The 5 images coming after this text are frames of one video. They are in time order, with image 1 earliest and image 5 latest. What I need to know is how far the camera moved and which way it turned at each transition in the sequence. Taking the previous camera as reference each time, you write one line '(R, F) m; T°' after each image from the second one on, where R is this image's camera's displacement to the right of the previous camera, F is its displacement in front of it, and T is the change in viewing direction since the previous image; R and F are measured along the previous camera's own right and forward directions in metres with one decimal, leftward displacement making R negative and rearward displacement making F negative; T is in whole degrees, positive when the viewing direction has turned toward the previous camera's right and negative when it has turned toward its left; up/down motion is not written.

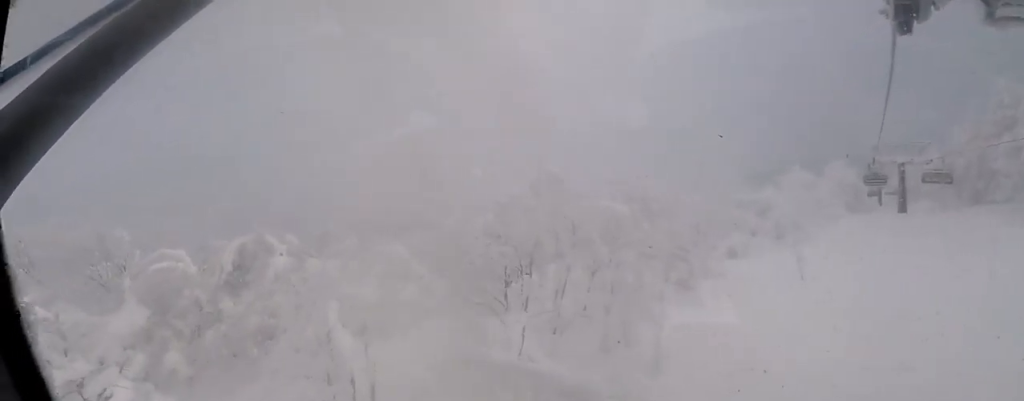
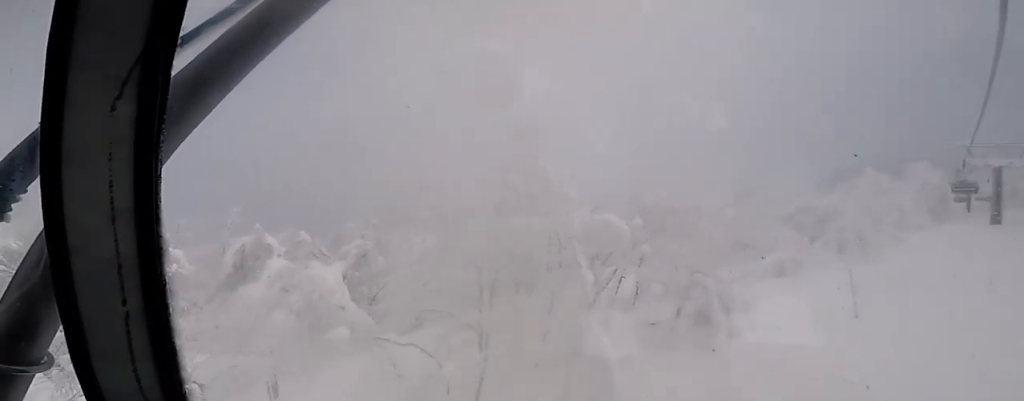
(0.0, +3.5) m; +1°
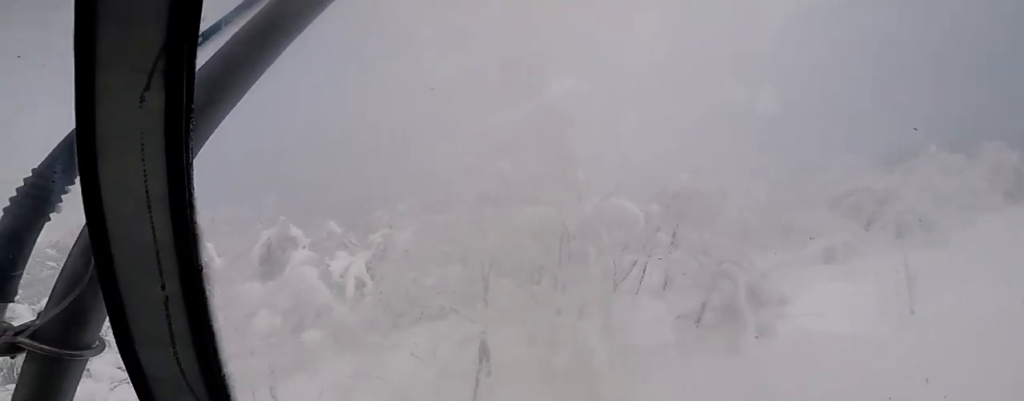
(0.0, +1.3) m; +2°
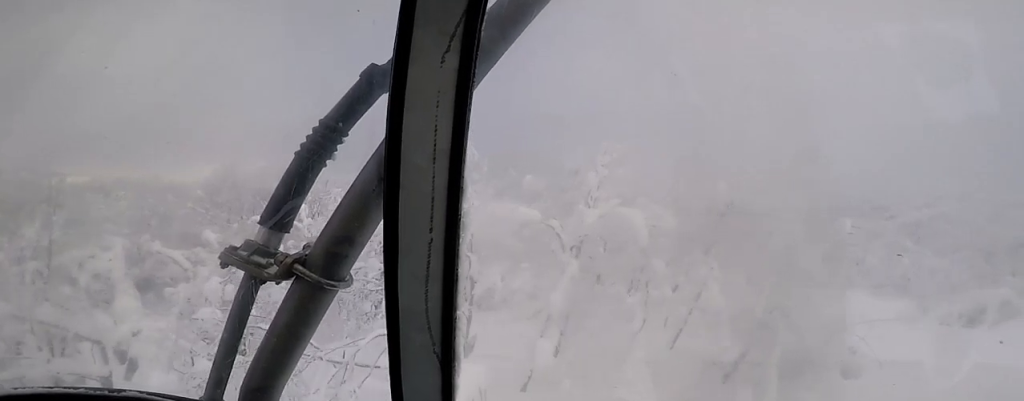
(+0.2, +3.8) m; +5°
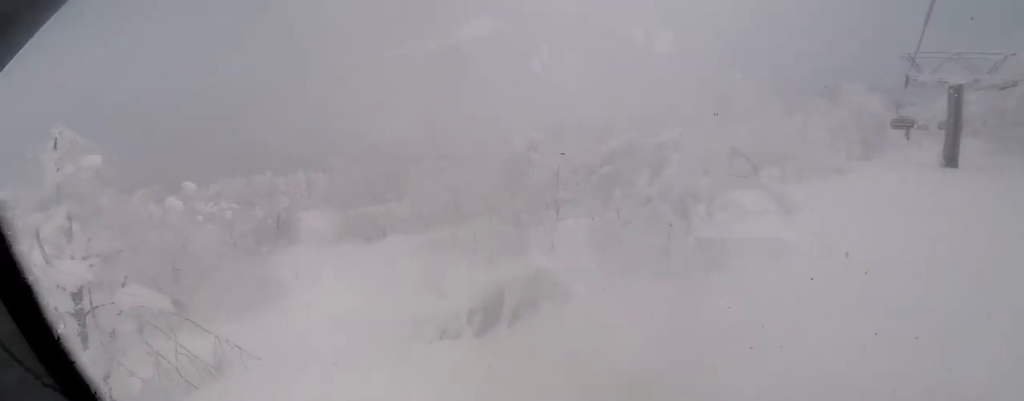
(+0.4, +12.8) m; 0°
